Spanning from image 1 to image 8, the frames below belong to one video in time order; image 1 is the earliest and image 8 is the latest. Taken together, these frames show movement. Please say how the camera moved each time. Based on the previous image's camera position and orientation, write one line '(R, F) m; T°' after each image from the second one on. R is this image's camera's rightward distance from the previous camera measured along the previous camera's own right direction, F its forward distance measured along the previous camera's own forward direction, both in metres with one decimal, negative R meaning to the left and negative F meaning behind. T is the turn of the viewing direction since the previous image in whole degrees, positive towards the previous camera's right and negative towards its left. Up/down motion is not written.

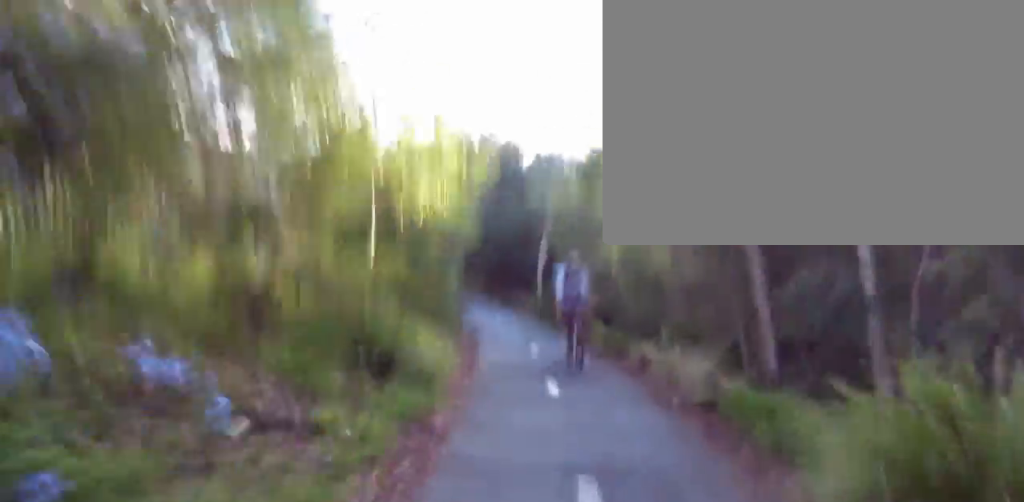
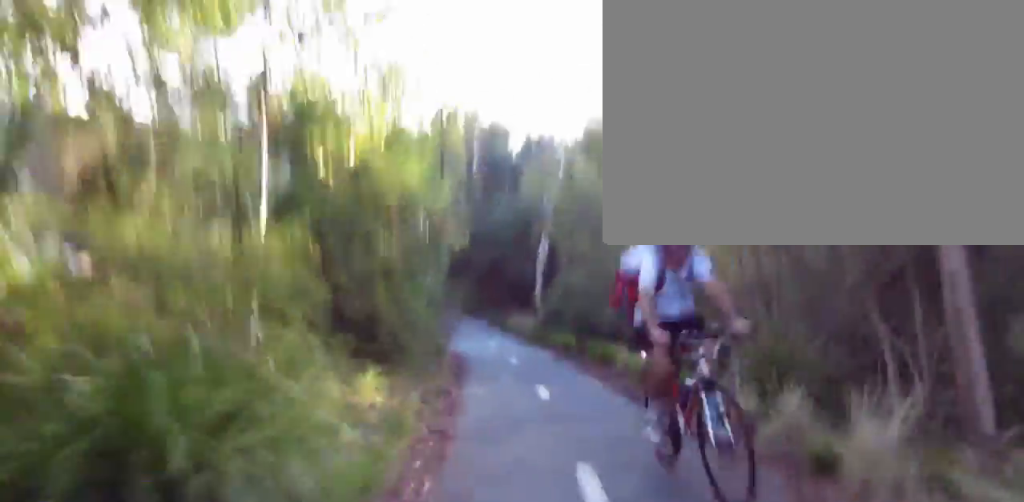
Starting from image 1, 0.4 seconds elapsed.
(-0.4, +3.1) m; -2°
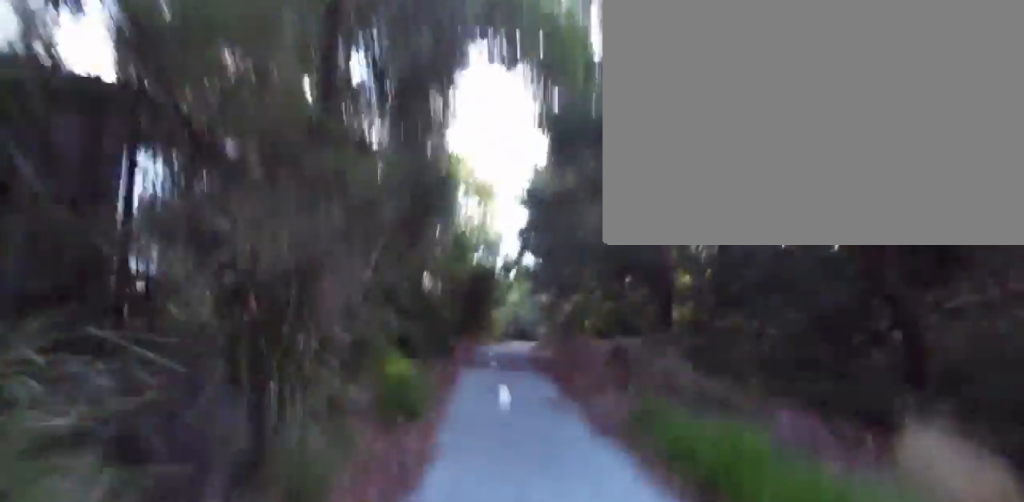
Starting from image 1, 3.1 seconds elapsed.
(-1.8, +22.1) m; -11°
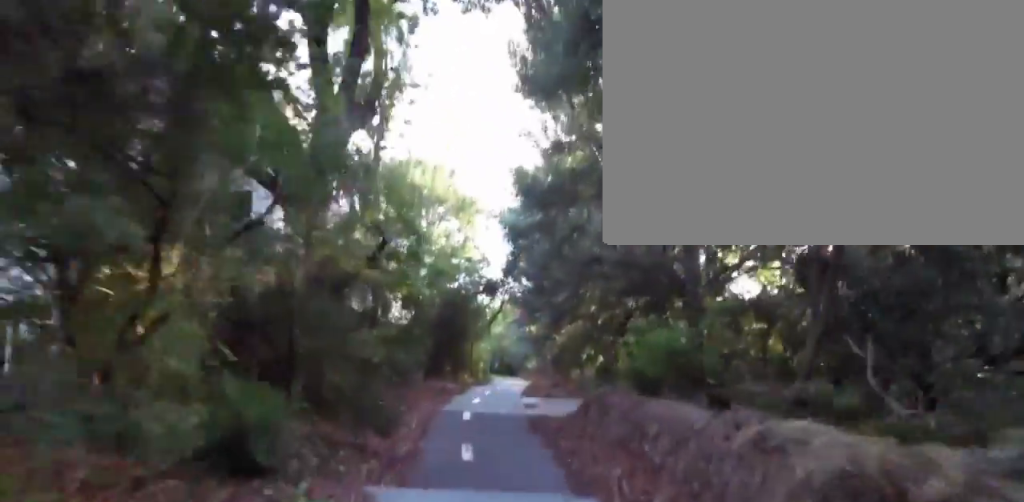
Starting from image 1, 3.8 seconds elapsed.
(-0.6, +5.3) m; +1°
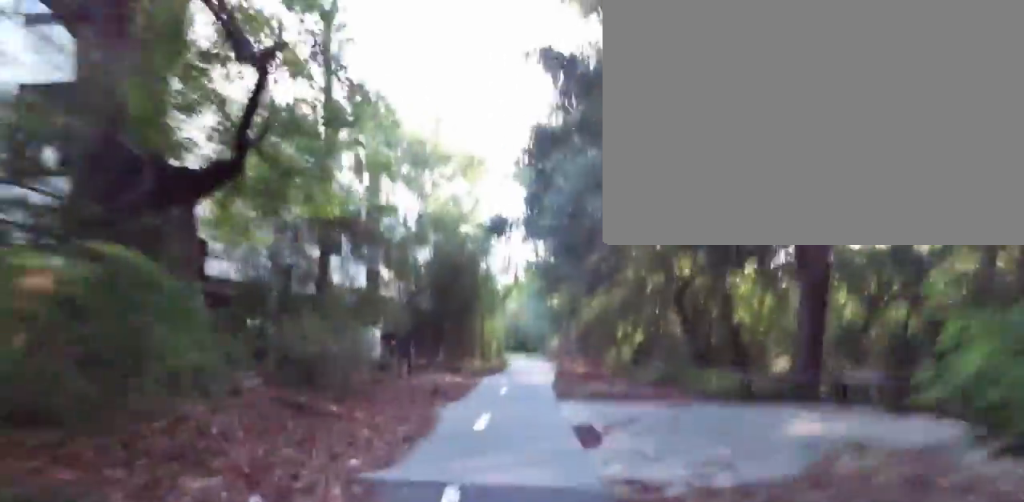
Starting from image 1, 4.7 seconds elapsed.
(+0.6, +5.8) m; +1°
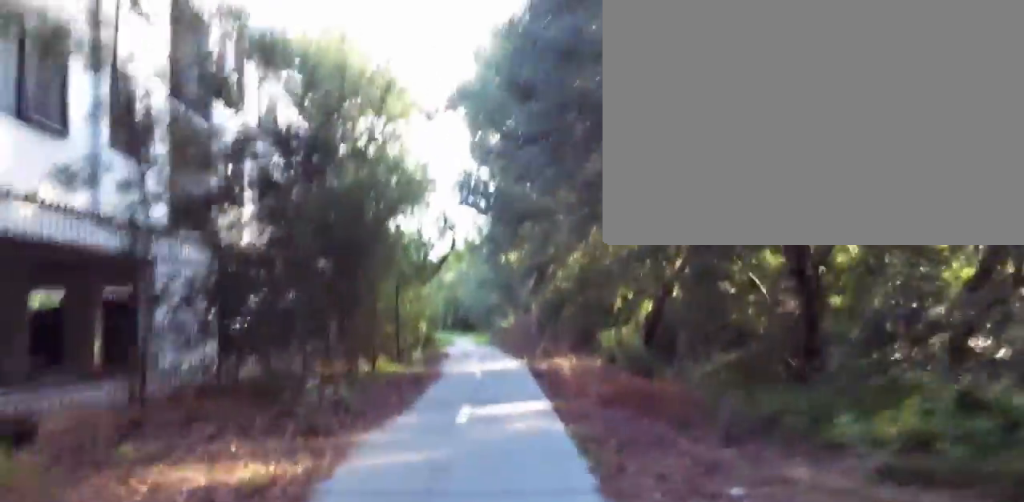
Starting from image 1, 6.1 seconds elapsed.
(-0.6, +9.2) m; -4°
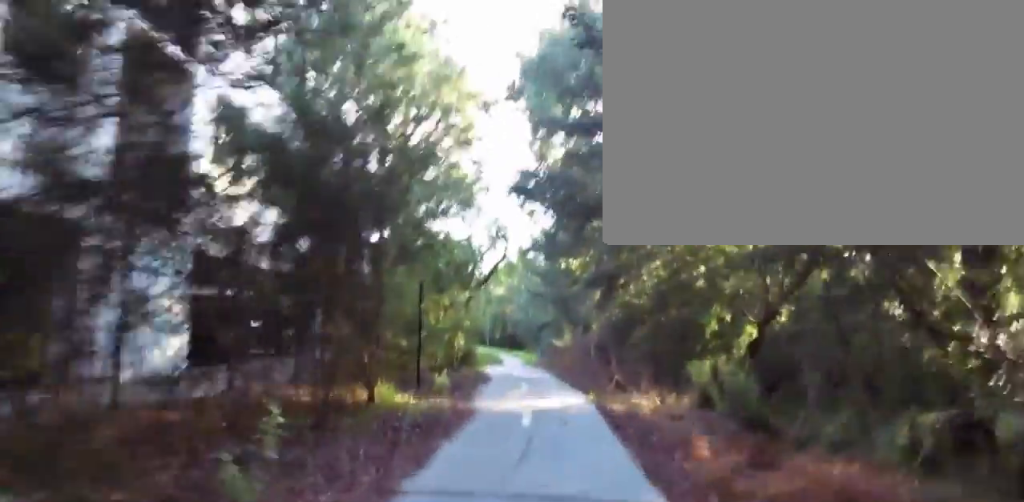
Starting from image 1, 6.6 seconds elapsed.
(+0.2, +3.6) m; +2°
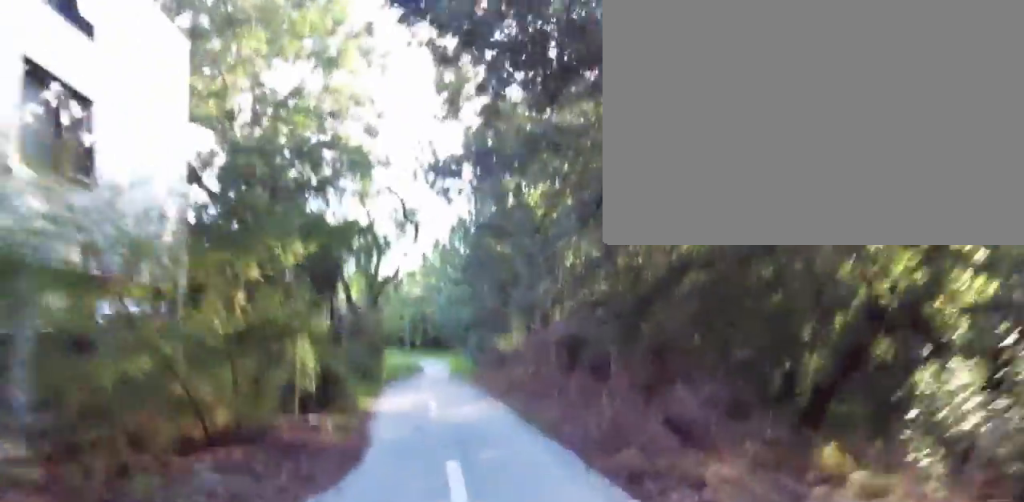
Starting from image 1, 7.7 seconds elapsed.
(+0.2, +8.1) m; -1°
